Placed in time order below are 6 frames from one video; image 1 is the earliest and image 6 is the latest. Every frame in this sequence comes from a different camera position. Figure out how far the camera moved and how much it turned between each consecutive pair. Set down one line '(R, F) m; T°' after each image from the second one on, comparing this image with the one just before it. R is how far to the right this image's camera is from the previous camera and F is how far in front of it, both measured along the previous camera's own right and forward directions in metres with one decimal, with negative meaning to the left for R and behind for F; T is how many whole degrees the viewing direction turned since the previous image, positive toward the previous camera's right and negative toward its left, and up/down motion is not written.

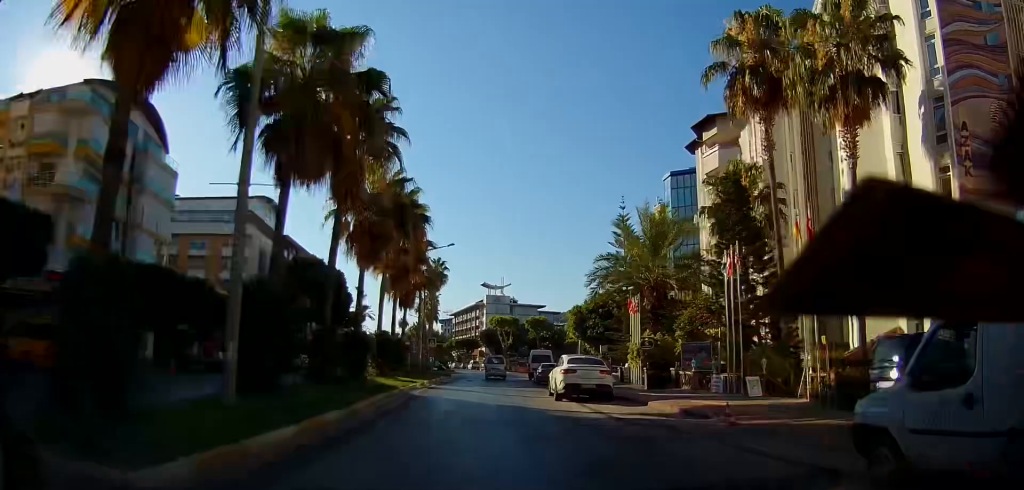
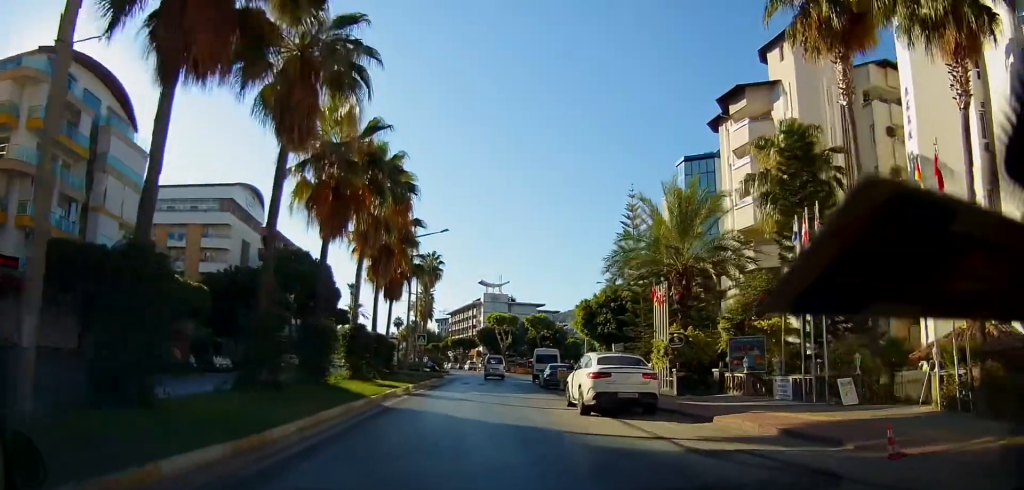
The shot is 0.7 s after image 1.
(+0.1, +5.3) m; 0°
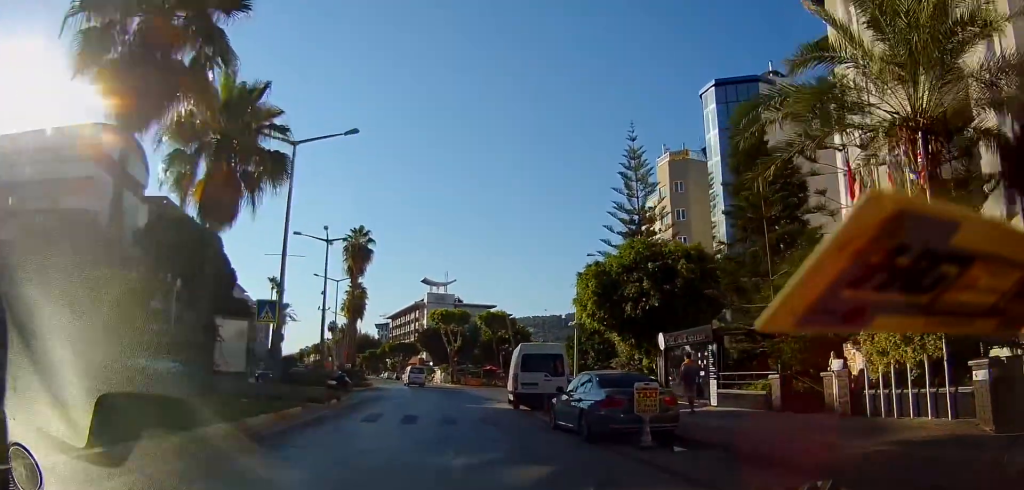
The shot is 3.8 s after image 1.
(-0.6, +20.3) m; +4°
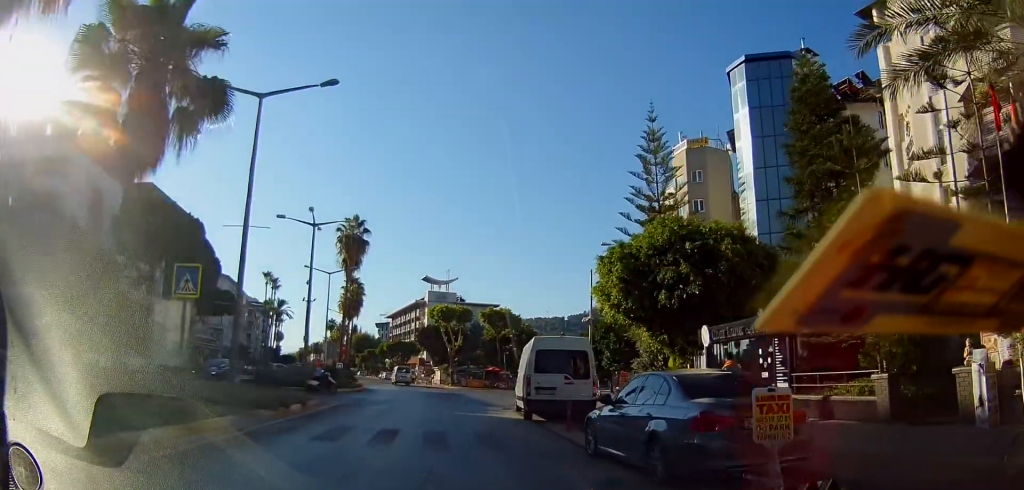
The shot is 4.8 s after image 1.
(+0.2, +4.9) m; +1°
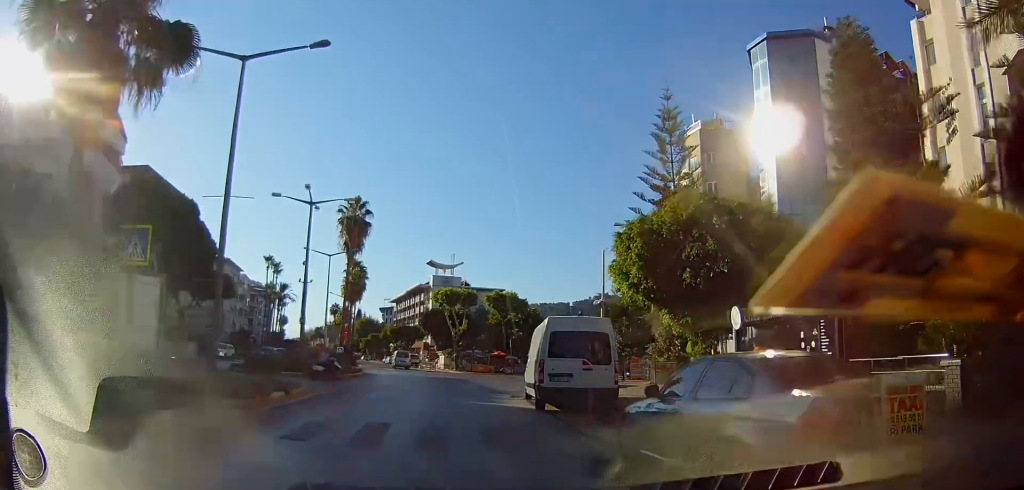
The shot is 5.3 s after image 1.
(0.0, +2.1) m; -1°
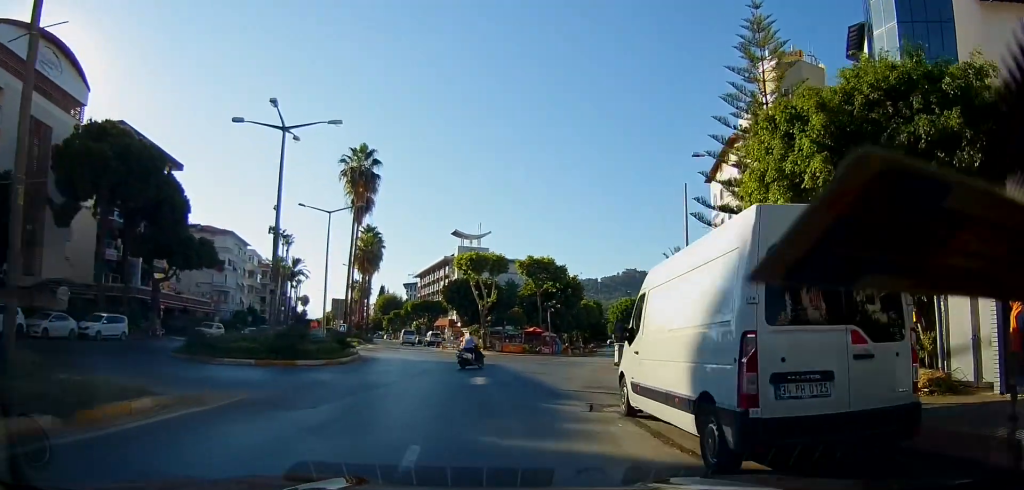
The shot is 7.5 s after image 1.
(-0.2, +9.3) m; -6°
